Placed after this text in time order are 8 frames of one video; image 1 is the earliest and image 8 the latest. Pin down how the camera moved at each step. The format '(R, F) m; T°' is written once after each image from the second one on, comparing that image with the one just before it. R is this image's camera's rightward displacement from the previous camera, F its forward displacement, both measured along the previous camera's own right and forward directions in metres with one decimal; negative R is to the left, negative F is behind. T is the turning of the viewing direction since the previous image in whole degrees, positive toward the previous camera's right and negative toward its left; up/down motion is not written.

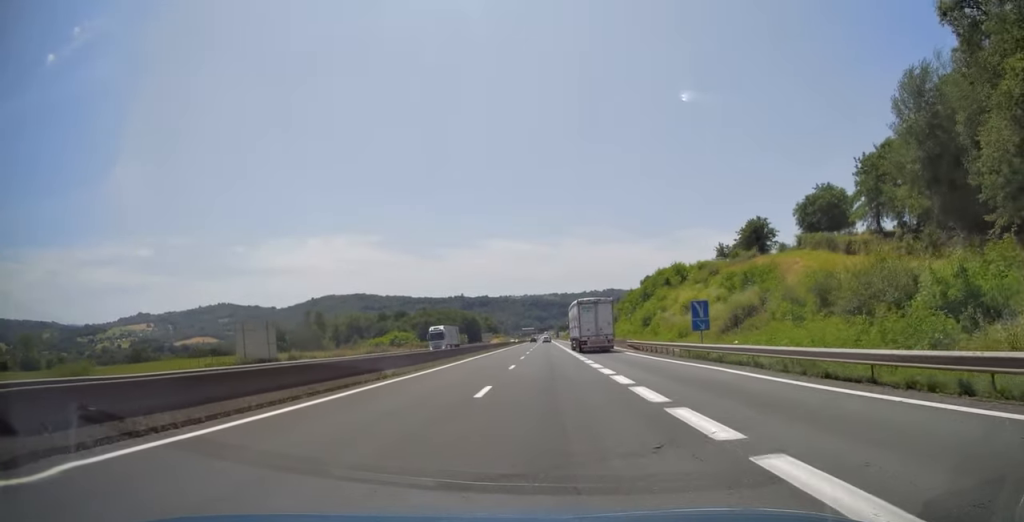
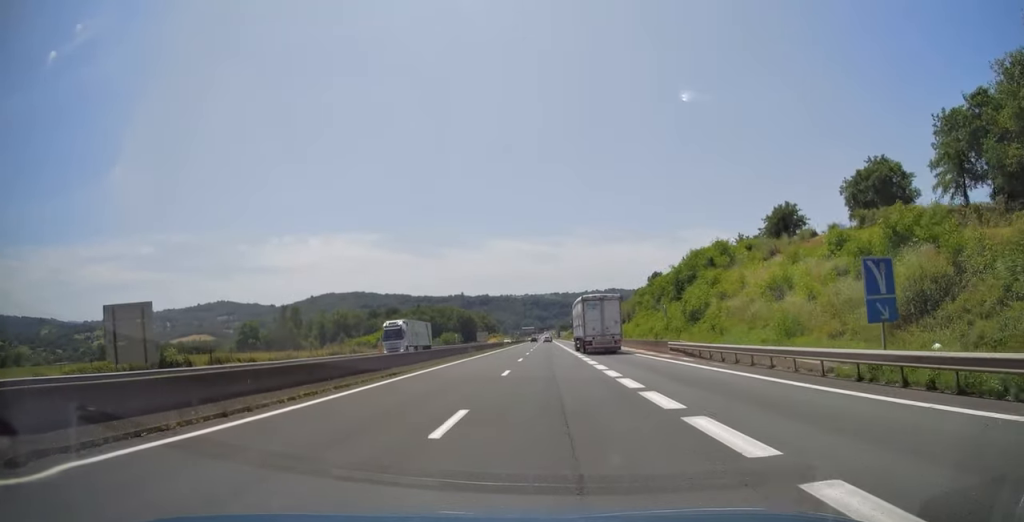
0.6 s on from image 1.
(0.0, +18.6) m; 0°
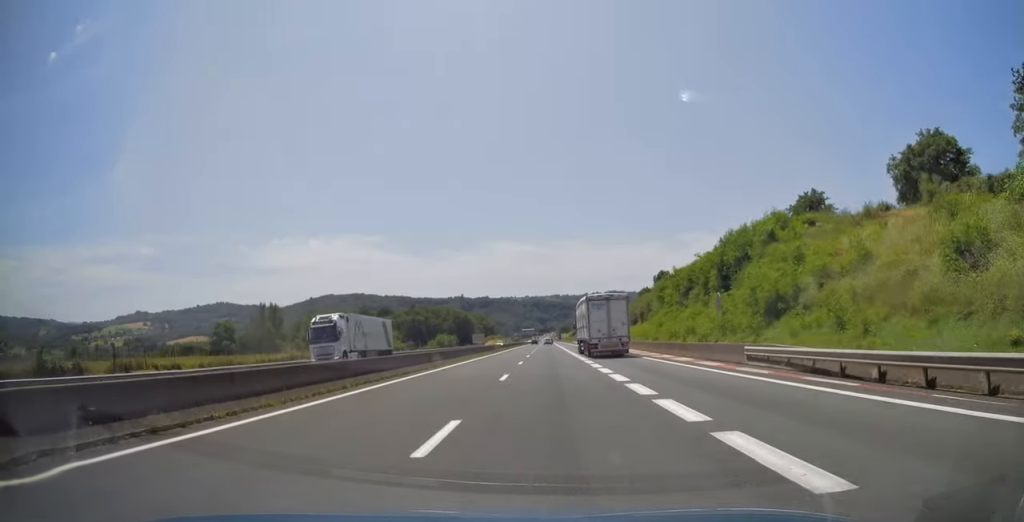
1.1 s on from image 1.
(-0.1, +14.5) m; 0°
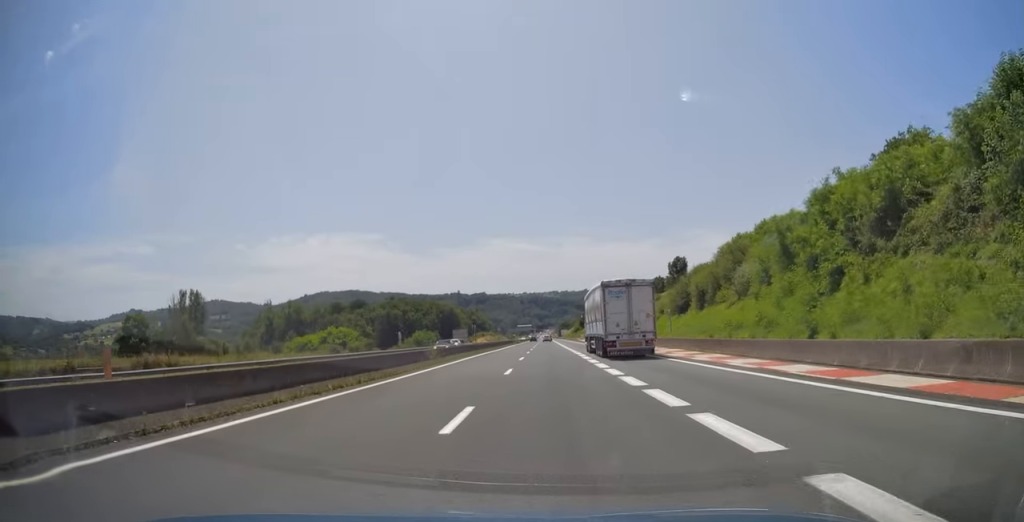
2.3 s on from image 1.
(0.0, +37.8) m; 0°
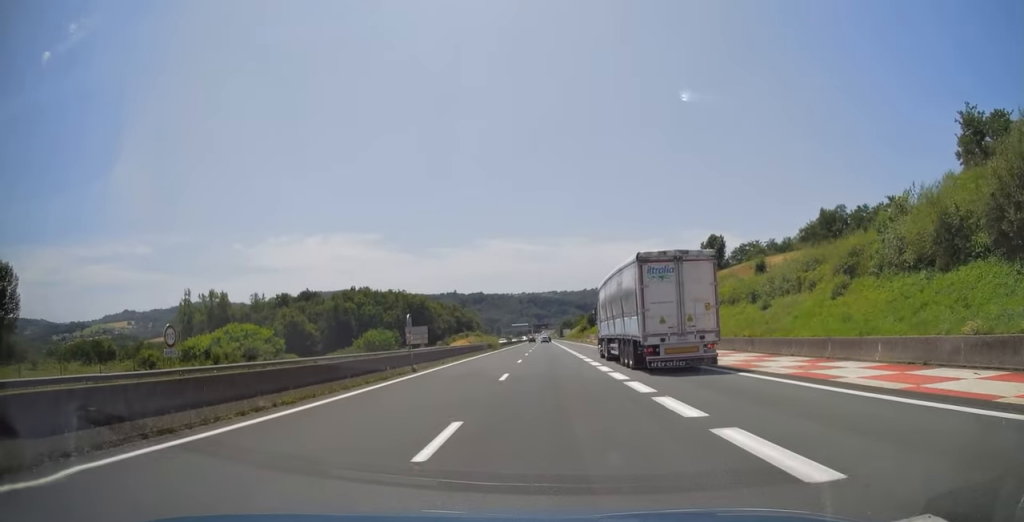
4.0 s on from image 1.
(0.0, +53.9) m; 0°
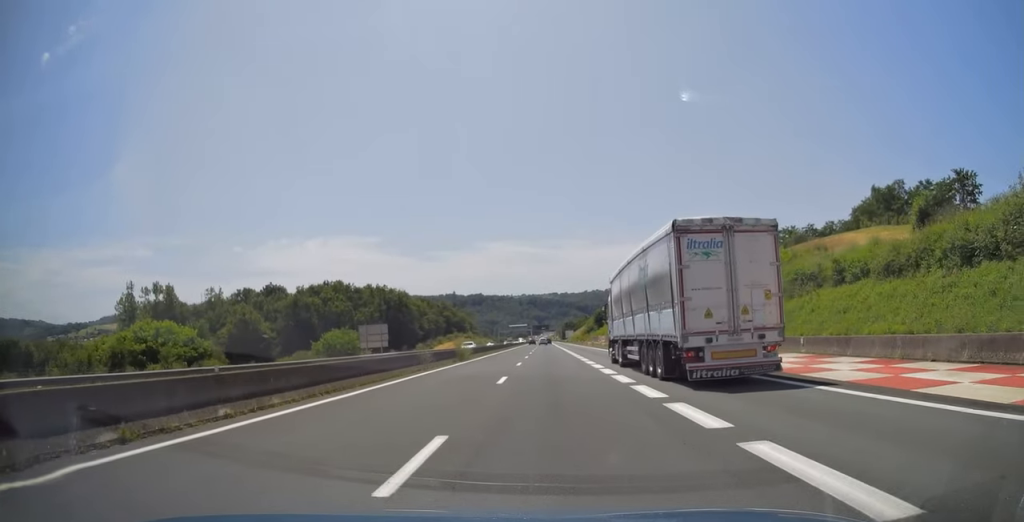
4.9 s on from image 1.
(0.0, +27.5) m; 0°
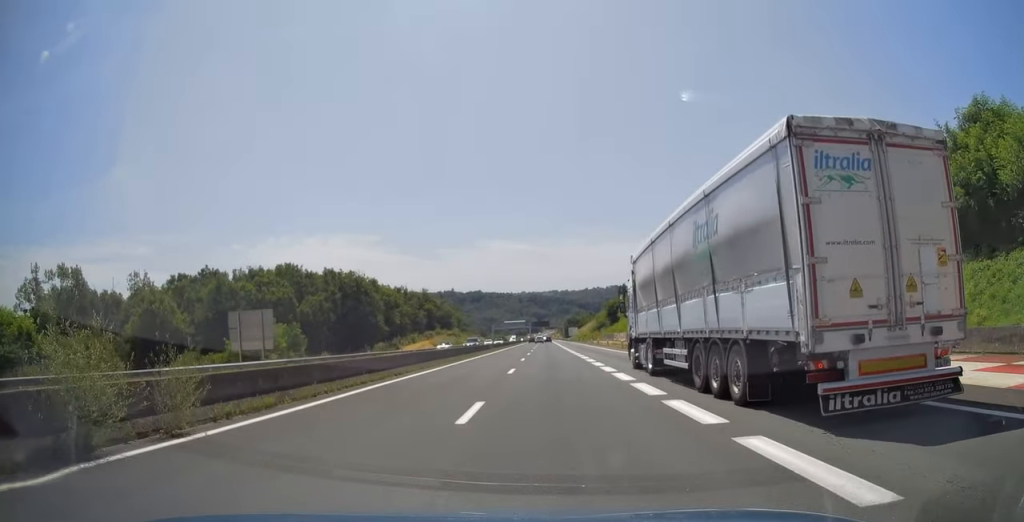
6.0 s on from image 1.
(0.0, +34.7) m; 0°
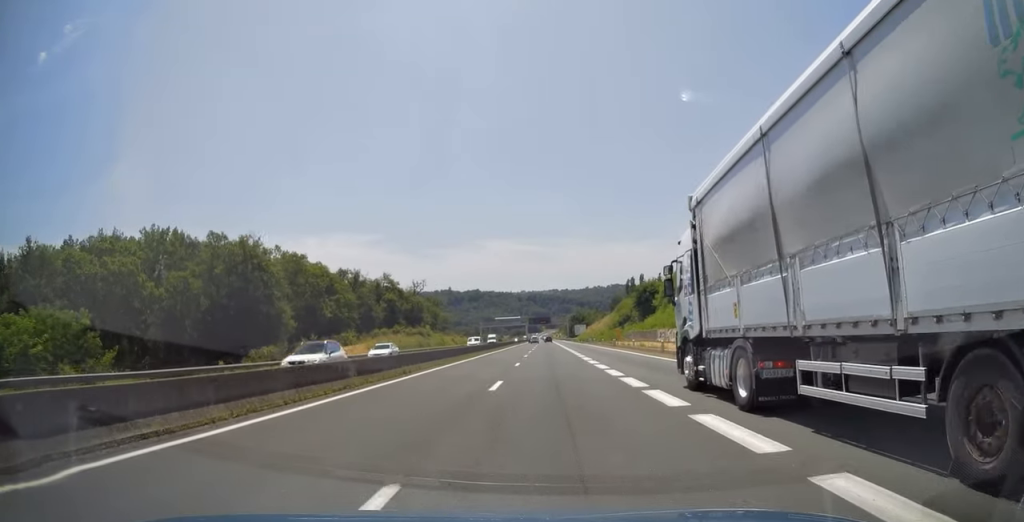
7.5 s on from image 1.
(0.0, +46.1) m; 0°
